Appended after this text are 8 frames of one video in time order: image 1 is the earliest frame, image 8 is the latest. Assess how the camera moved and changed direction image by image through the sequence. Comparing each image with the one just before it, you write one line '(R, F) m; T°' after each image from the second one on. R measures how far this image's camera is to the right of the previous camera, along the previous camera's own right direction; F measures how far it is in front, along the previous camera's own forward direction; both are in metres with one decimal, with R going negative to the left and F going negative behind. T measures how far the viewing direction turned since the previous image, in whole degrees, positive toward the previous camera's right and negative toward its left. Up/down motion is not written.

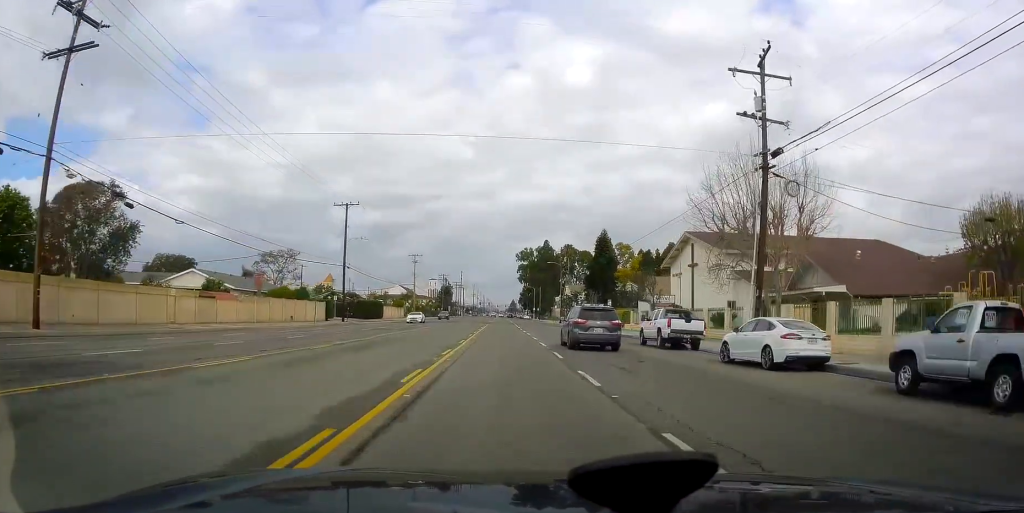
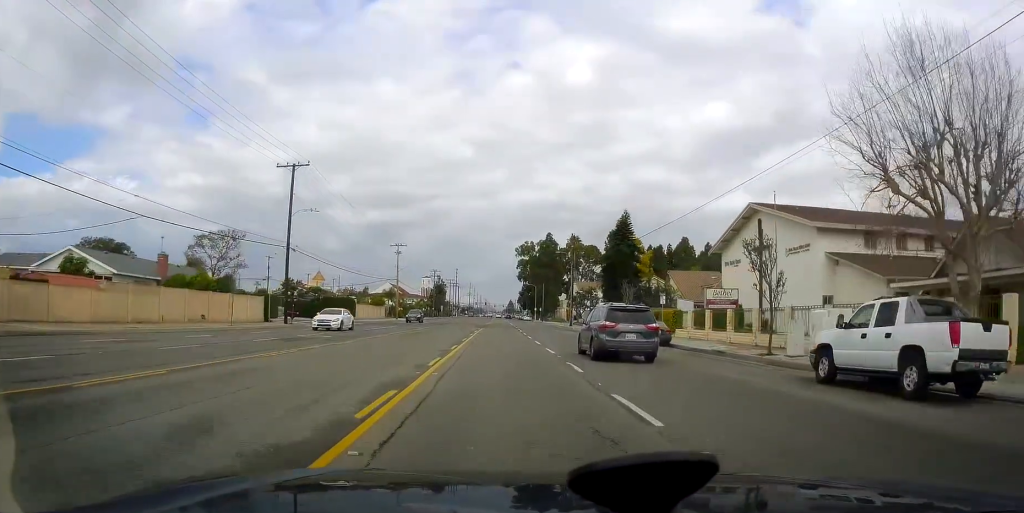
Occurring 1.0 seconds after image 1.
(0.0, +18.5) m; 0°
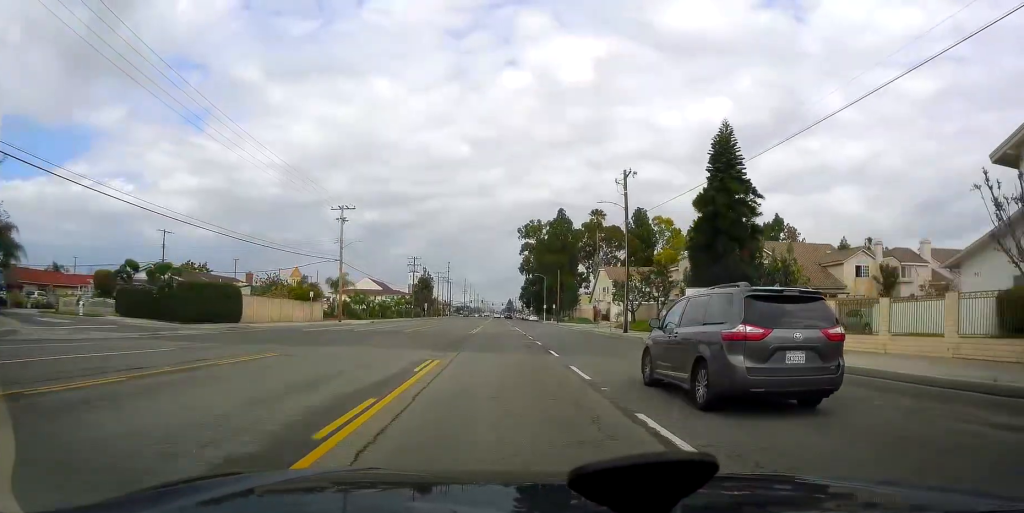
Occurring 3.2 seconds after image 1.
(0.0, +38.5) m; 0°
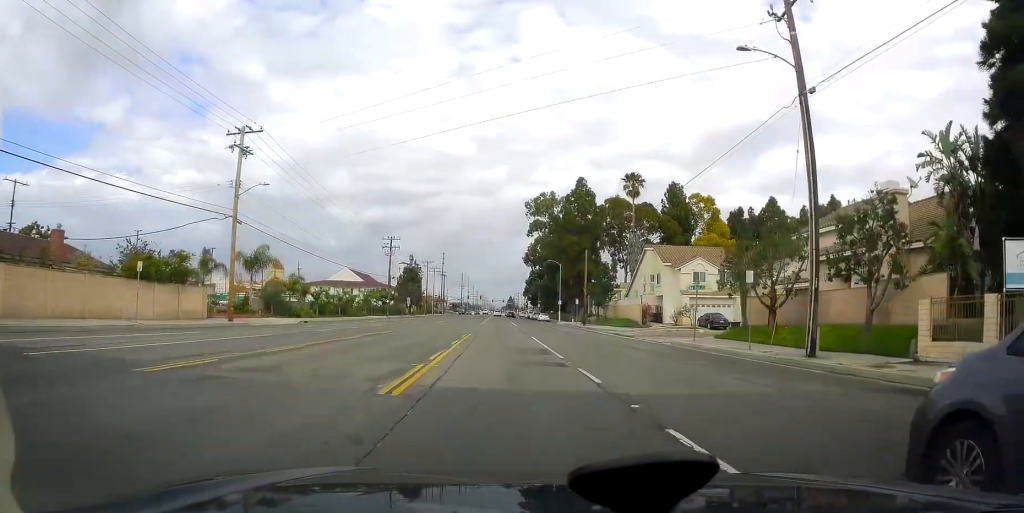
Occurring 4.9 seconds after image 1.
(0.0, +30.1) m; 0°
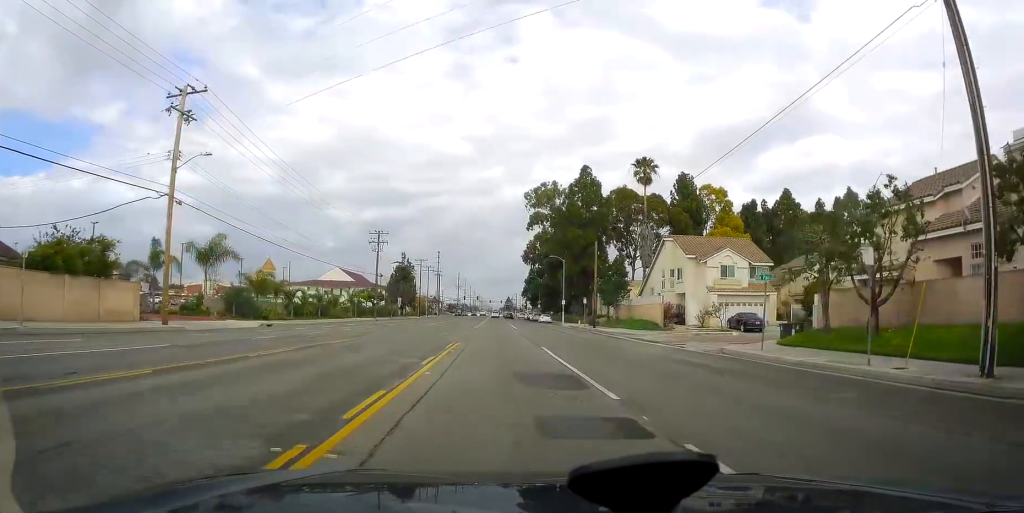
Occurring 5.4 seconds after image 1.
(0.0, +8.8) m; 0°
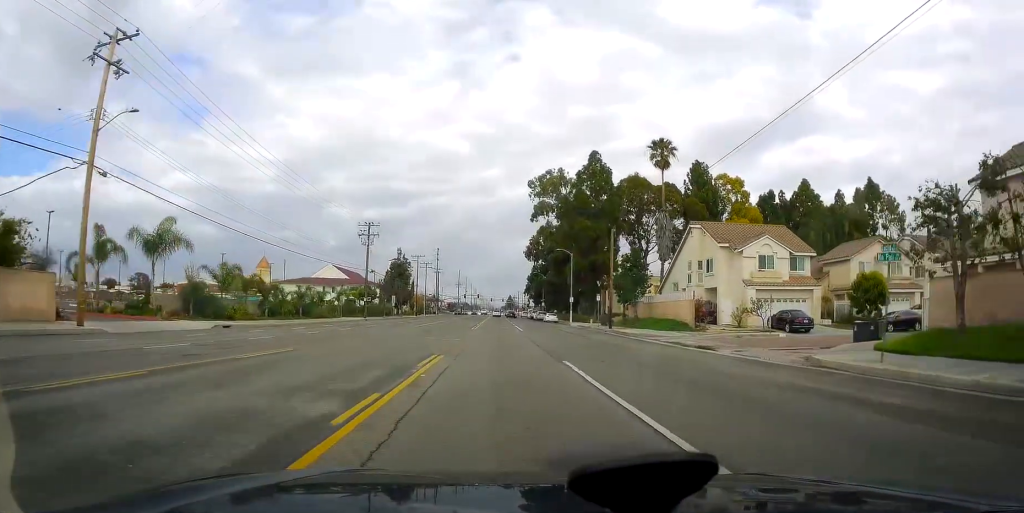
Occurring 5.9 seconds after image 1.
(0.0, +8.1) m; -1°
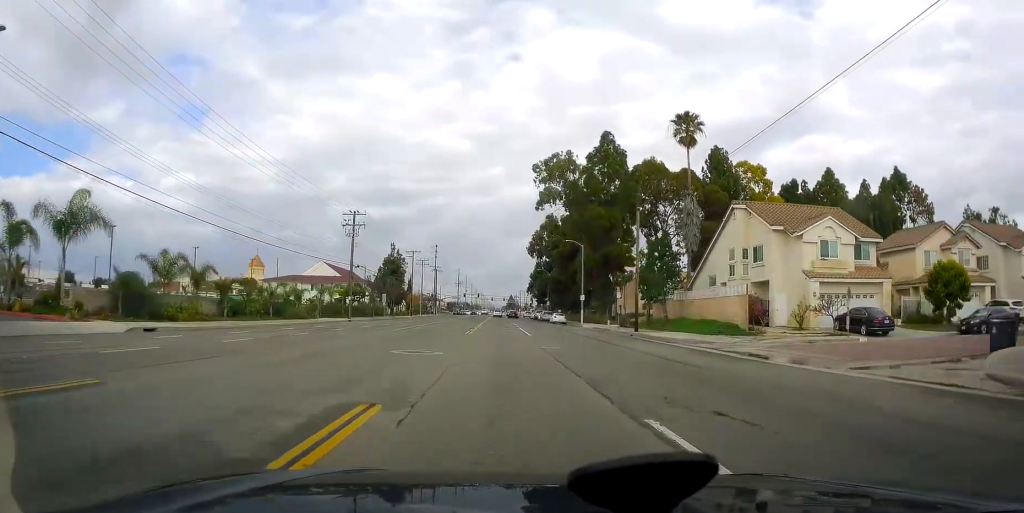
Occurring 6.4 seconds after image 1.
(+0.1, +9.7) m; -2°
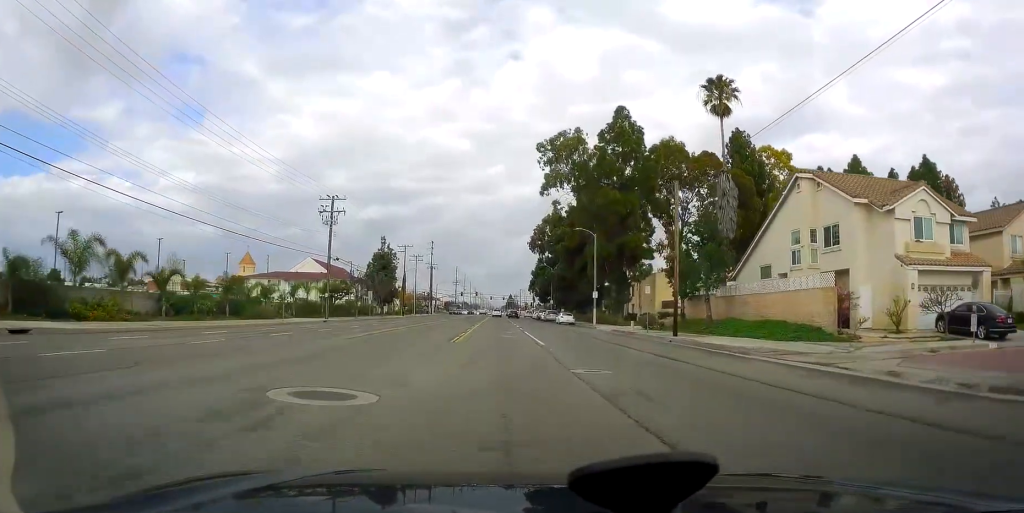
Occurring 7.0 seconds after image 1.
(-0.4, +10.0) m; -1°
